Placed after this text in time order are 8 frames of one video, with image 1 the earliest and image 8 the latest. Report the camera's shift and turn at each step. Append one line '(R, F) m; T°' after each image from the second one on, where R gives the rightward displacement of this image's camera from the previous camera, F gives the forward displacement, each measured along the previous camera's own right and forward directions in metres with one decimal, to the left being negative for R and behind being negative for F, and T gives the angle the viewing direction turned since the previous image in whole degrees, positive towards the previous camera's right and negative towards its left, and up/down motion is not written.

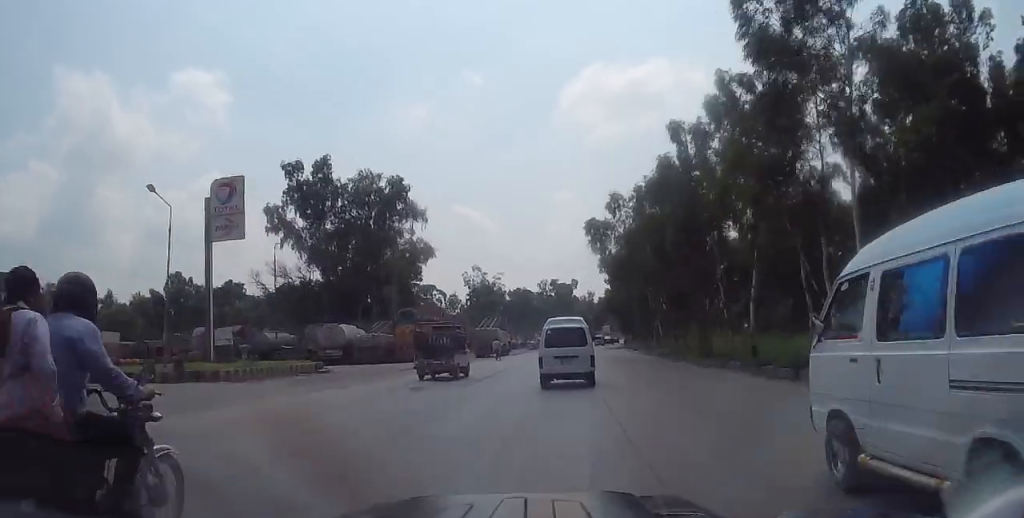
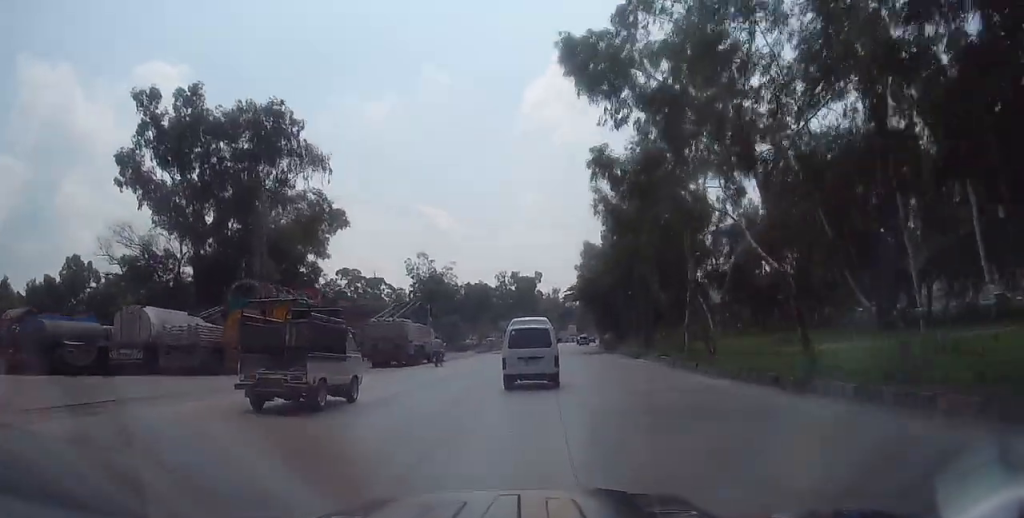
(+1.1, +23.1) m; +4°
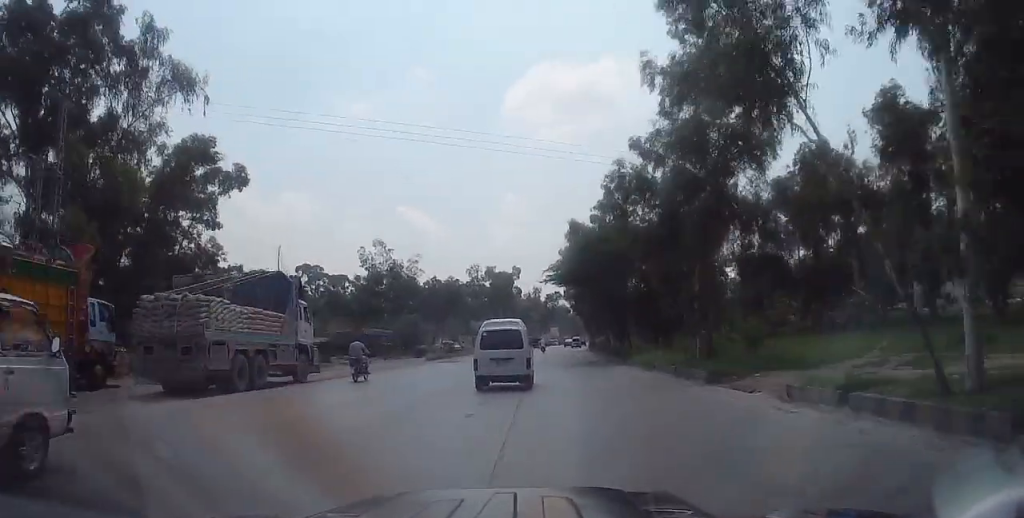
(0.0, +19.0) m; 0°
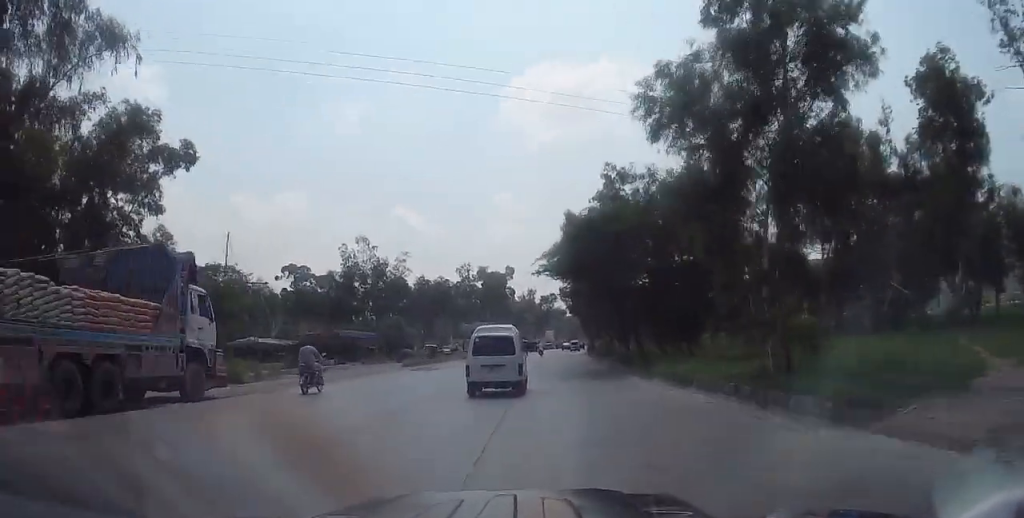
(0.0, +7.0) m; 0°
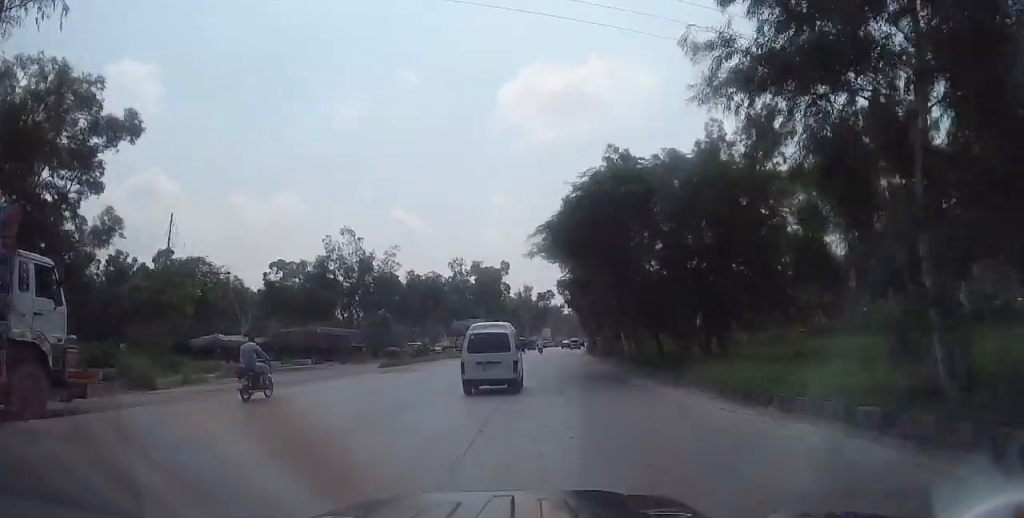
(0.0, +6.0) m; 0°
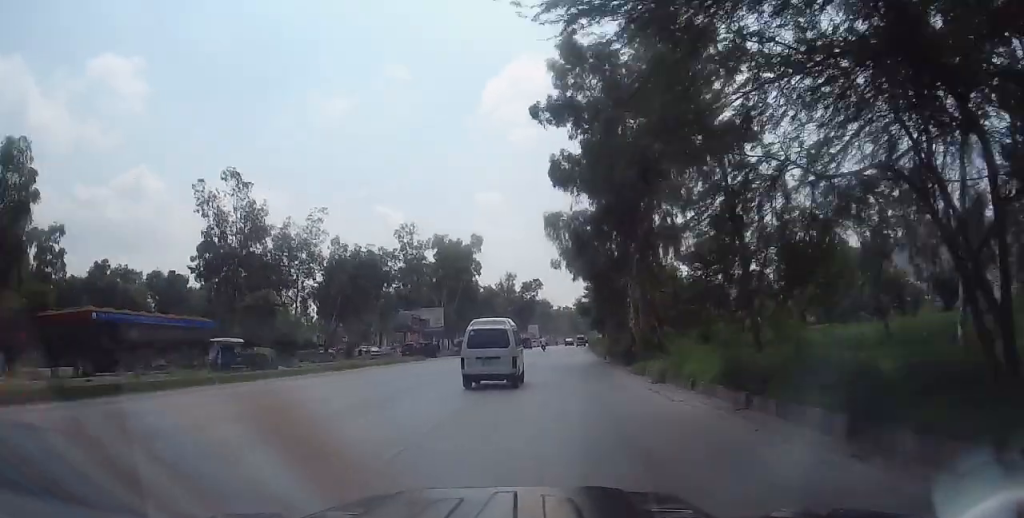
(+0.8, +32.9) m; +3°
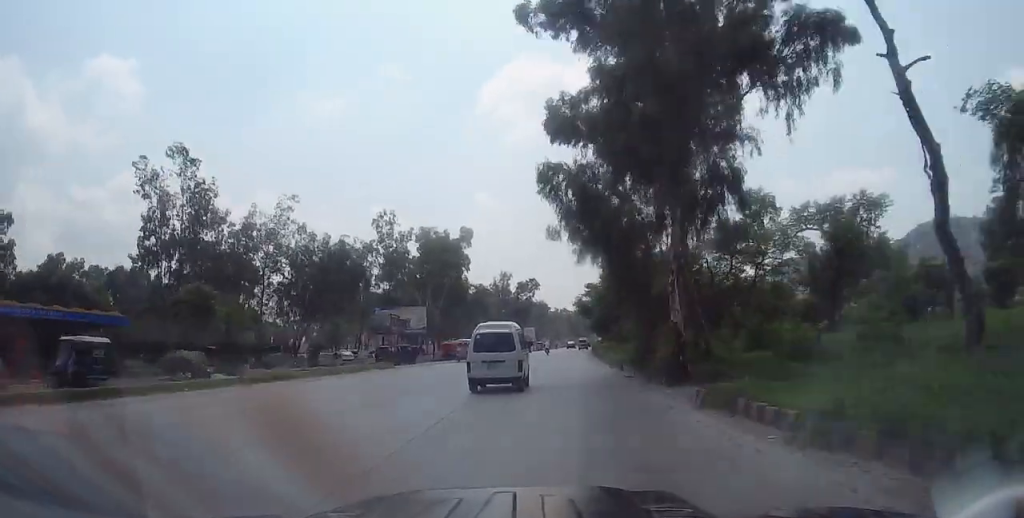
(0.0, +9.5) m; 0°
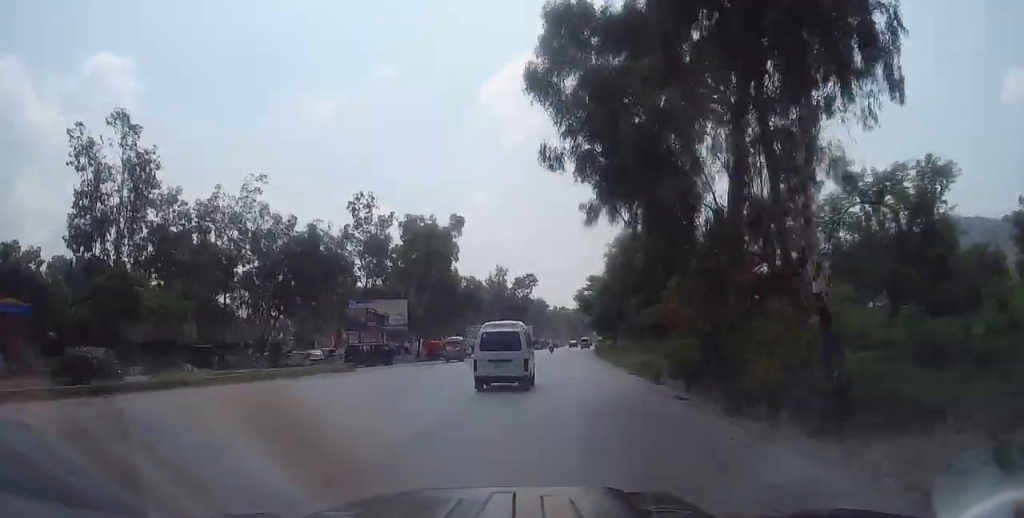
(0.0, +8.5) m; 0°
